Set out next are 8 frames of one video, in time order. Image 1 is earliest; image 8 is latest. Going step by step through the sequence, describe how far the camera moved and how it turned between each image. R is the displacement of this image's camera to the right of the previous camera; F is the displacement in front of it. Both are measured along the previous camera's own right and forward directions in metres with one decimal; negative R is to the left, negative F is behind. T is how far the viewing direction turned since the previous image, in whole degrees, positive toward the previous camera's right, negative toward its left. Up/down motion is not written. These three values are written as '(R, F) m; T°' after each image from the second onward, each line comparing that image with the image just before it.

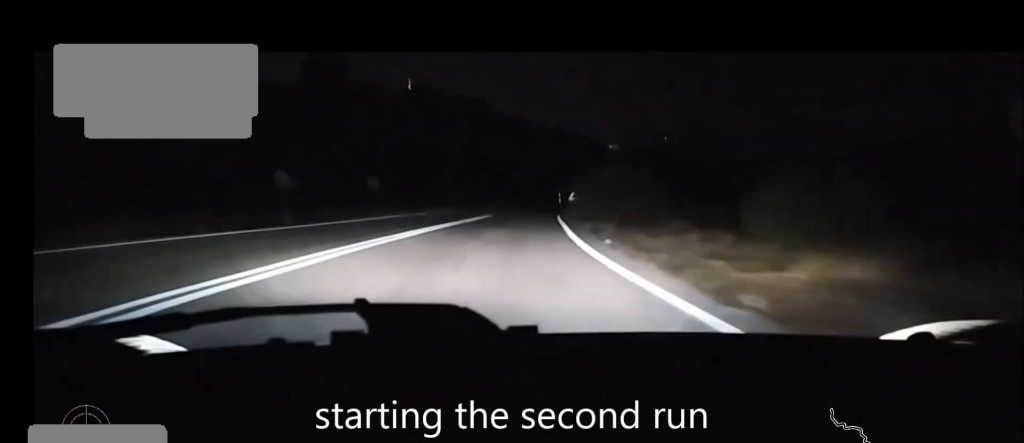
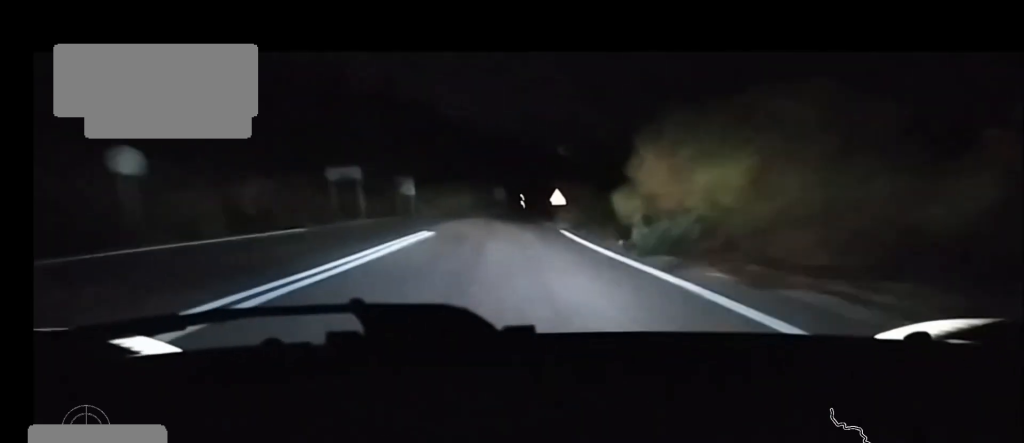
(+1.2, +20.2) m; +4°
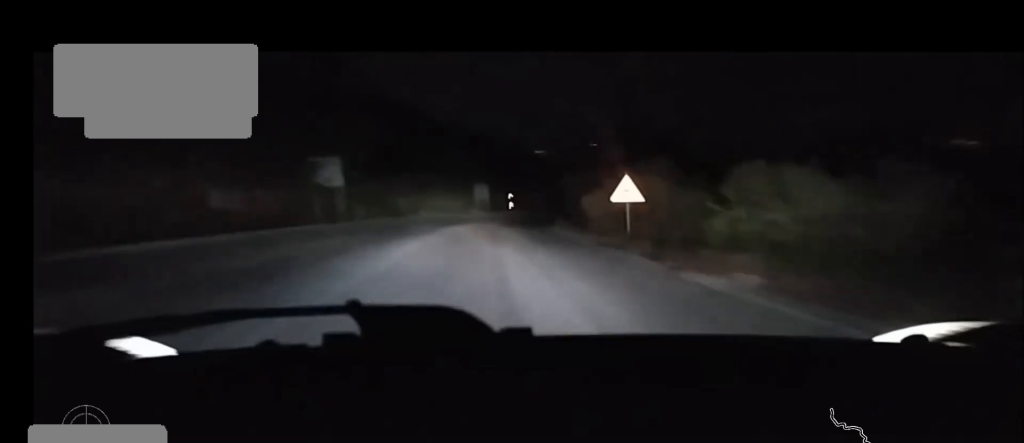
(+0.3, +23.7) m; +2°
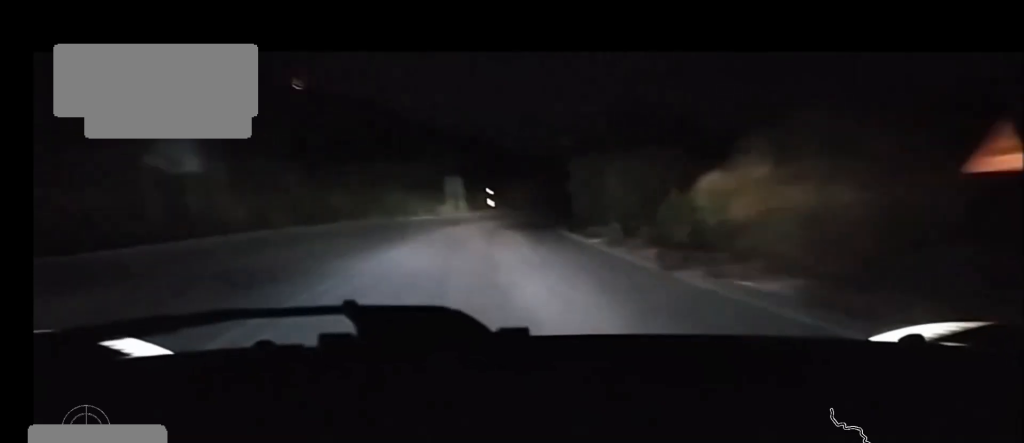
(+0.1, +12.9) m; +1°
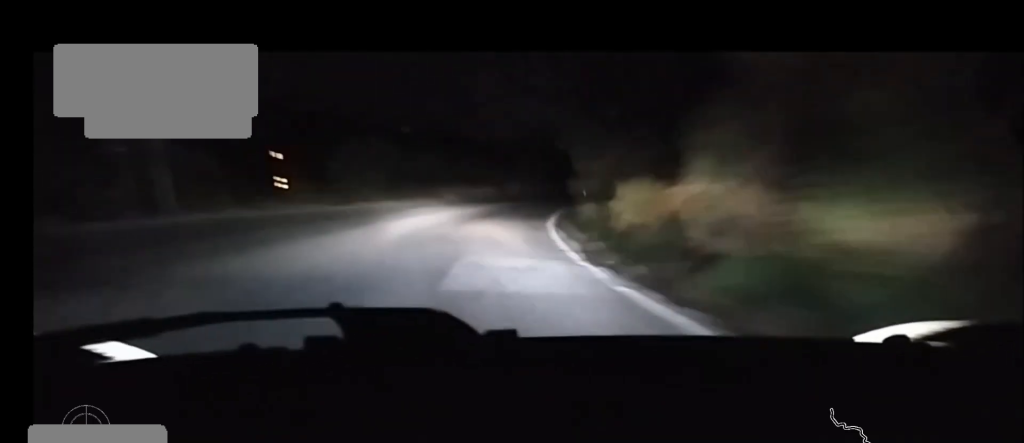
(+1.2, +34.5) m; +5°
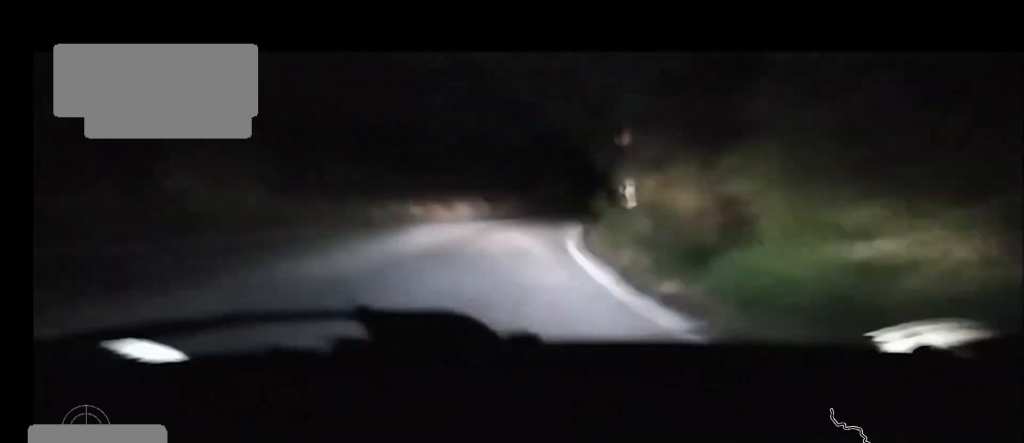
(0.0, +13.5) m; +4°
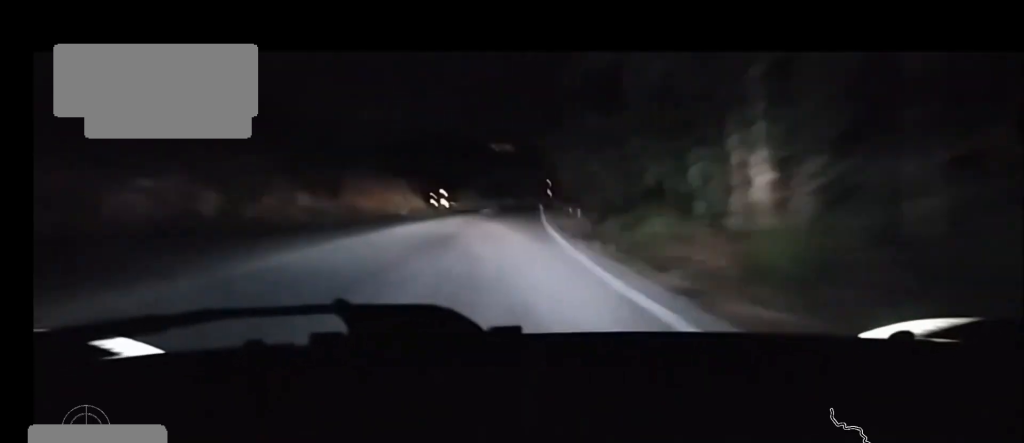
(+2.3, +27.7) m; +14°
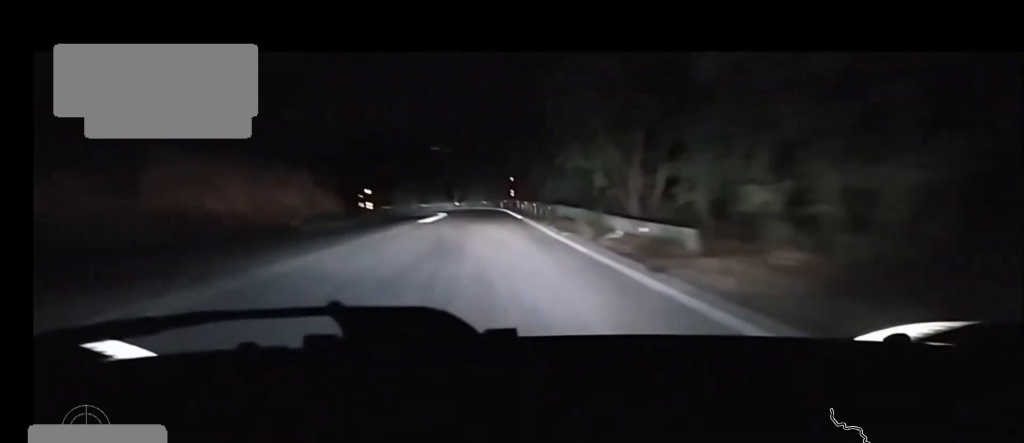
(+2.0, +17.0) m; +8°
